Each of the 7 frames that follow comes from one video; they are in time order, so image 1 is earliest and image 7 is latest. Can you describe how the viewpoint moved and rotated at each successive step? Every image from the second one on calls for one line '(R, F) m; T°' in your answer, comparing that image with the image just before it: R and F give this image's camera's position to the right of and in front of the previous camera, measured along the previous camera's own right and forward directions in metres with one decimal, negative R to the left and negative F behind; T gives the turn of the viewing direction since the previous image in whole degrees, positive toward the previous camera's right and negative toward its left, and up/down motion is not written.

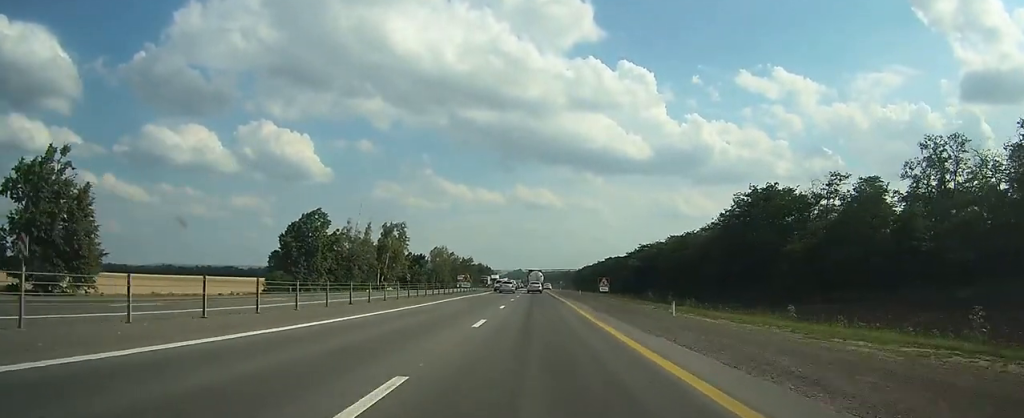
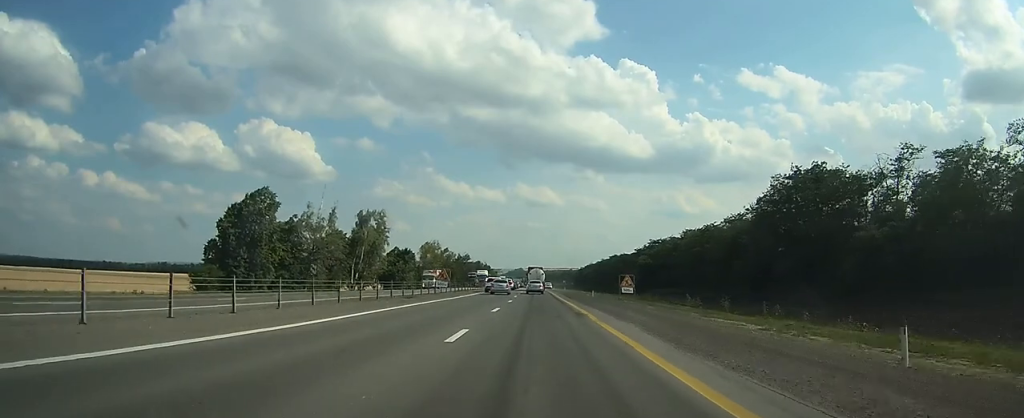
(0.0, +21.3) m; 0°
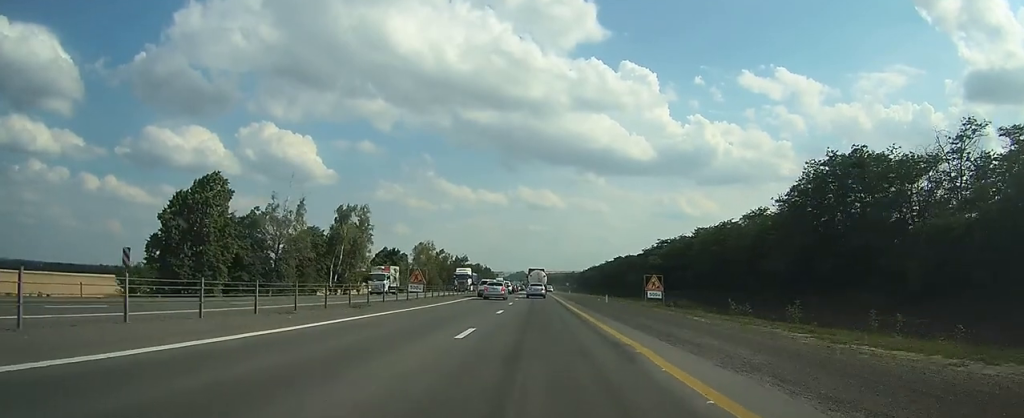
(+0.1, +14.4) m; 0°
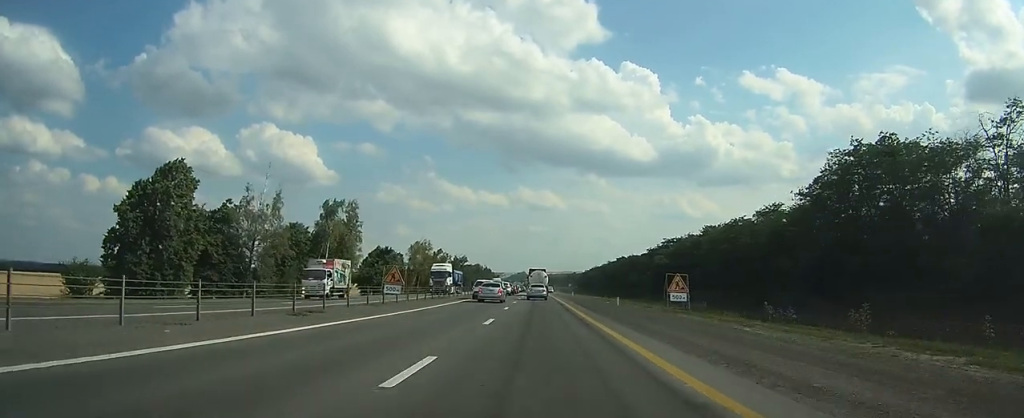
(0.0, +7.8) m; 0°
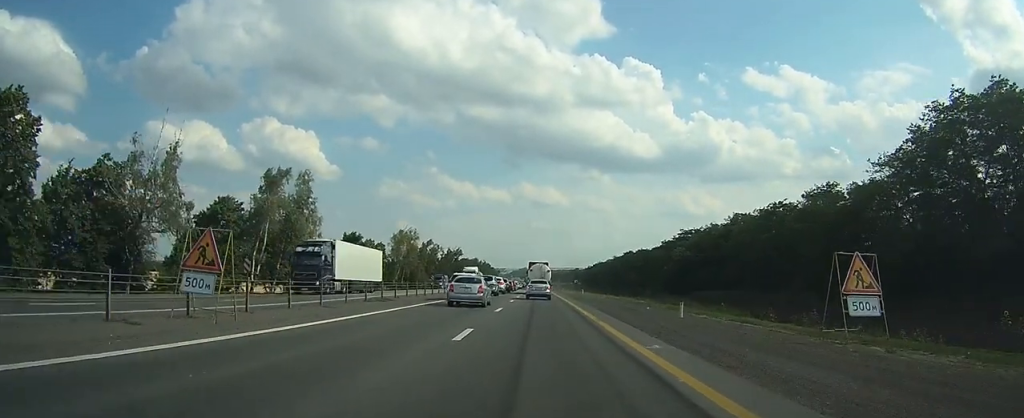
(-0.1, +21.9) m; -1°
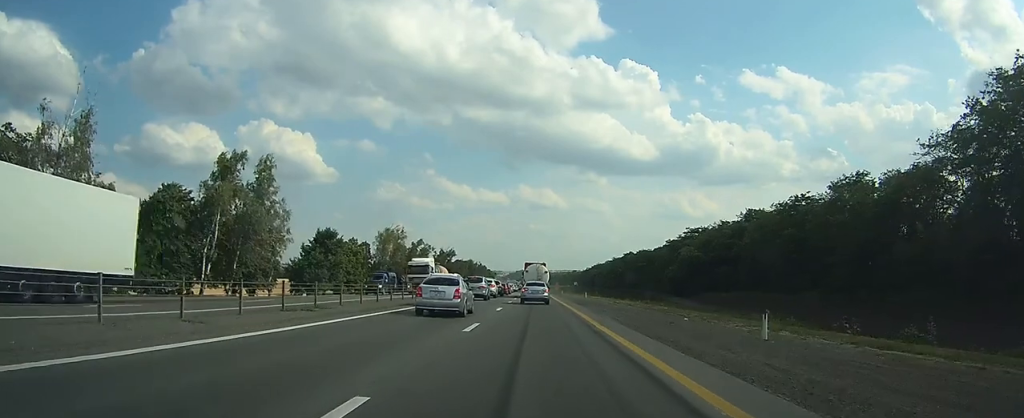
(0.0, +10.9) m; -1°
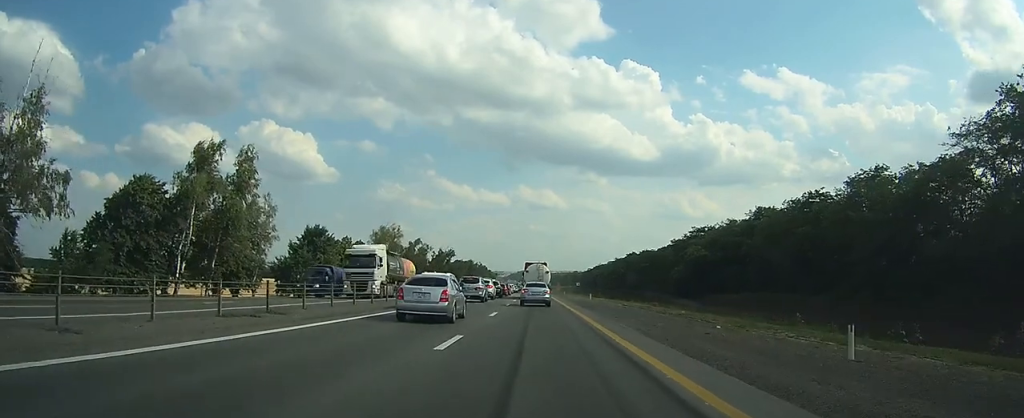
(0.0, +5.2) m; 0°
